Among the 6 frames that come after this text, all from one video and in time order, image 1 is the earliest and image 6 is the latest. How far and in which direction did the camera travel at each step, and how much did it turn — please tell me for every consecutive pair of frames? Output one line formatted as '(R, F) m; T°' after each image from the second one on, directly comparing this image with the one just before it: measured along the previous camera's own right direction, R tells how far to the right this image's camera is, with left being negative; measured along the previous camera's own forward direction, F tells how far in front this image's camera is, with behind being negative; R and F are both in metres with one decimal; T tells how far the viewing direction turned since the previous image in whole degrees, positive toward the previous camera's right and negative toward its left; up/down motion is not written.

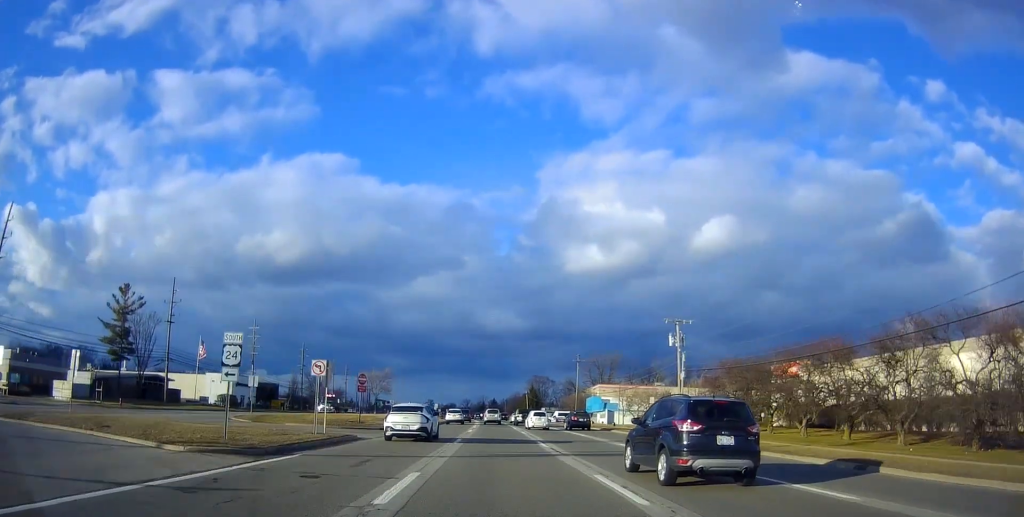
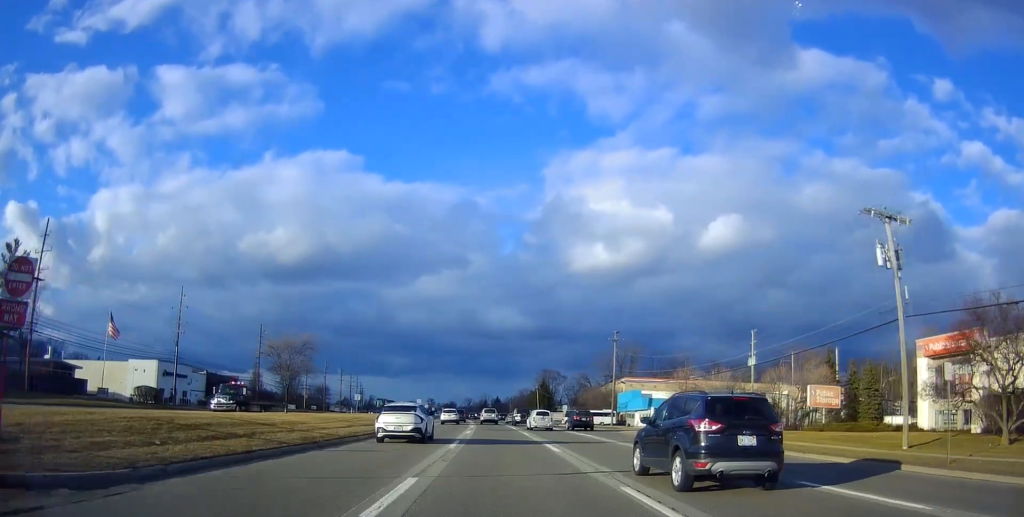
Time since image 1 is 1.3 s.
(-0.6, +32.0) m; 0°
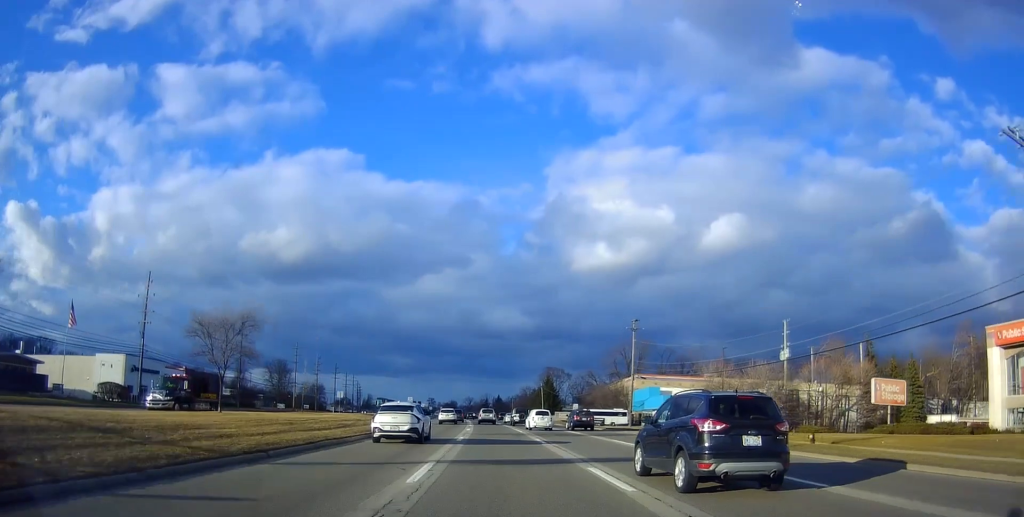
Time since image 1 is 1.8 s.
(+0.3, +10.4) m; 0°
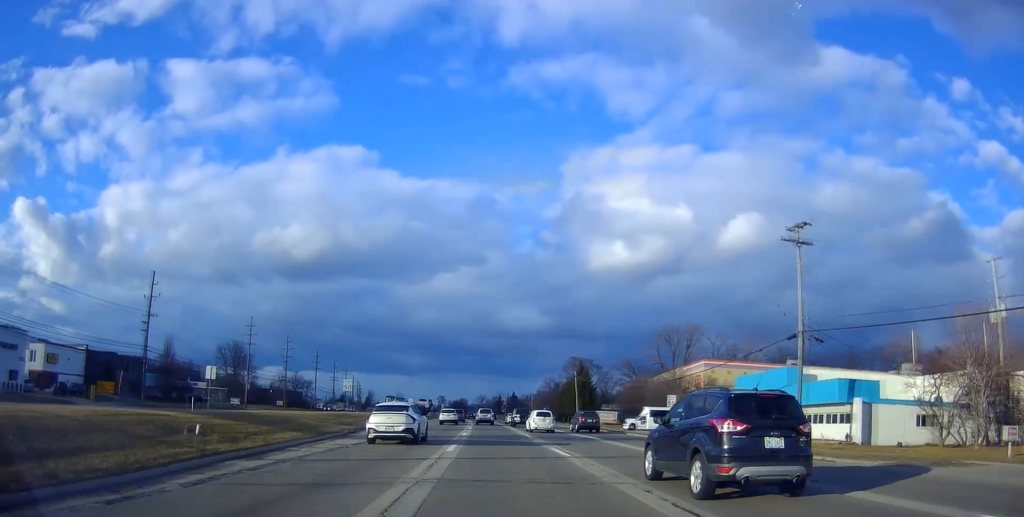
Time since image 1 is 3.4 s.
(-0.2, +39.0) m; -2°
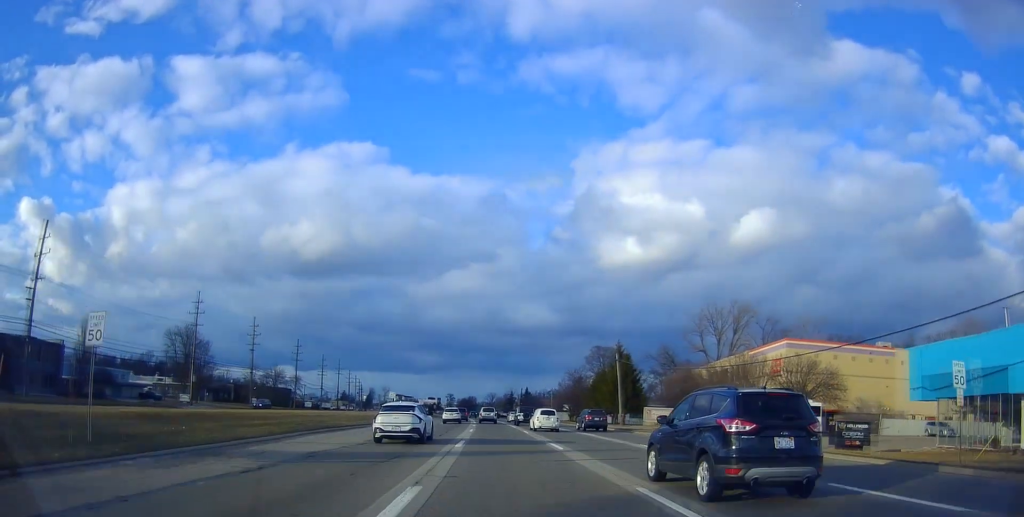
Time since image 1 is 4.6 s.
(-0.4, +27.3) m; -1°
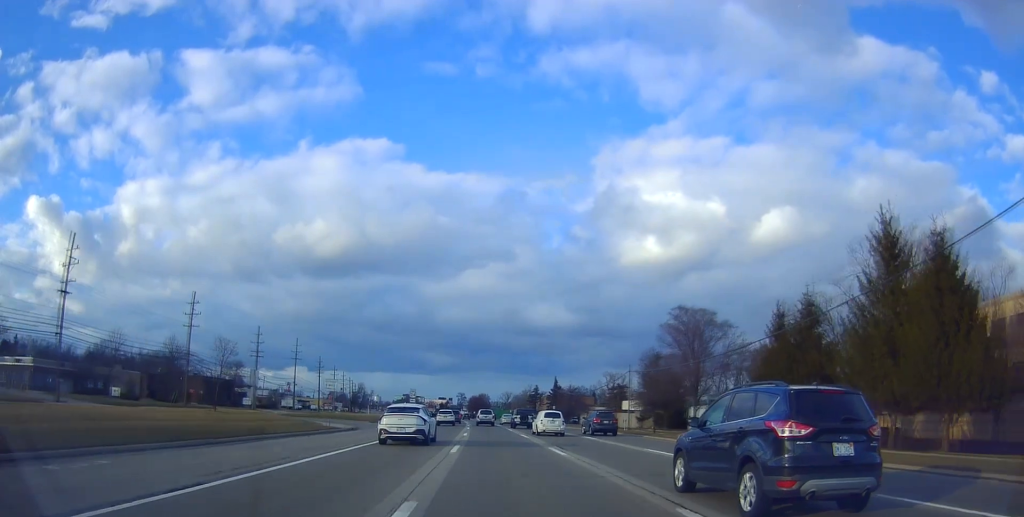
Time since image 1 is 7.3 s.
(-1.2, +63.0) m; -1°
